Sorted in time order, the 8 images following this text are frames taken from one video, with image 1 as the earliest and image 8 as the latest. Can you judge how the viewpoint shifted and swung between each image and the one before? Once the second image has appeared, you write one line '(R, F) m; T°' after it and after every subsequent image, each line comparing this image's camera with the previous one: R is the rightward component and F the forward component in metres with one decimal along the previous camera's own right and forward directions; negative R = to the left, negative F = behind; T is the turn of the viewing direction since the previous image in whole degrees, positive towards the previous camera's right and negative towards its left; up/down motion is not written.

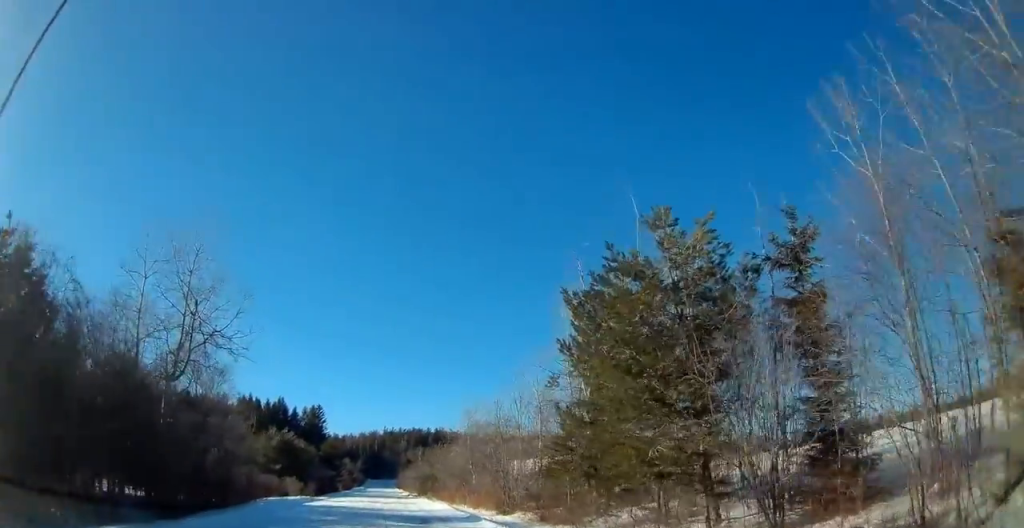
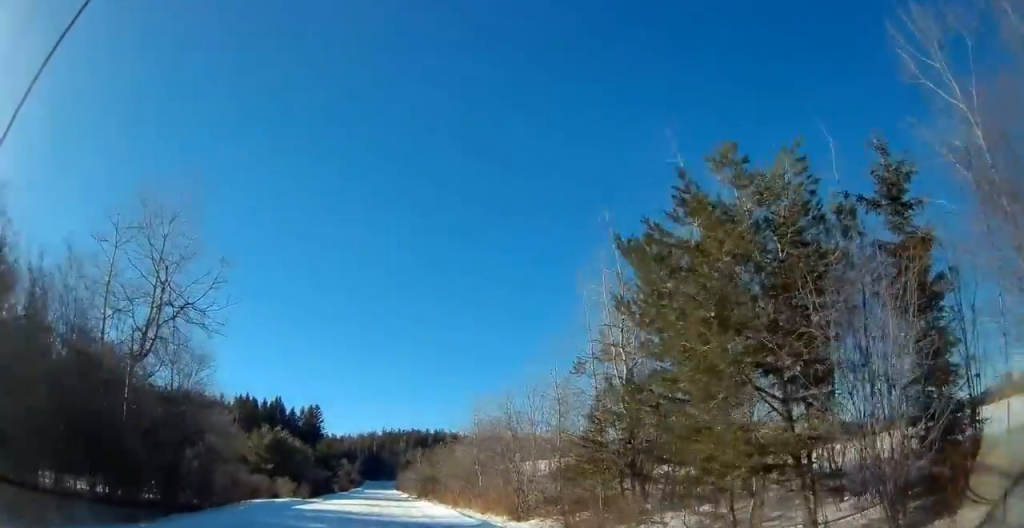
(-0.1, +3.5) m; 0°
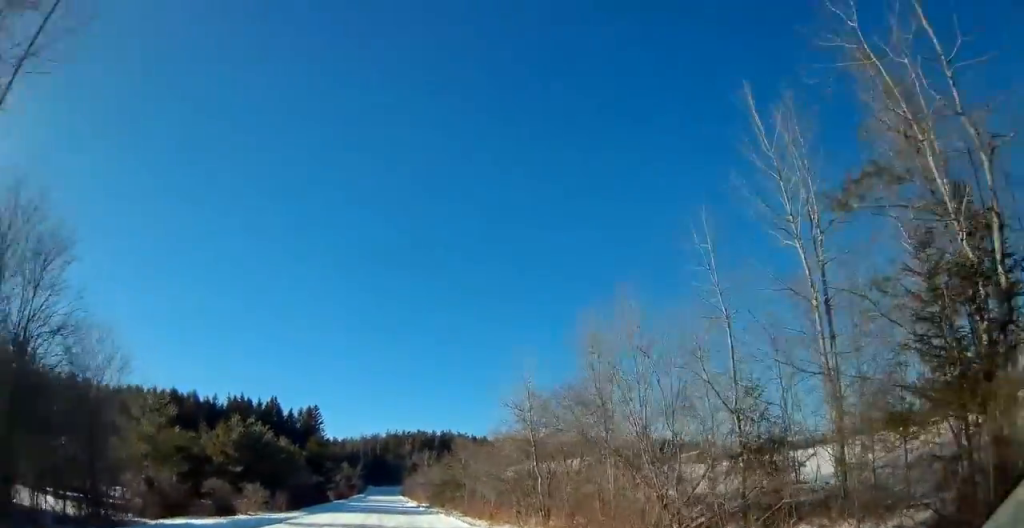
(+0.3, +14.1) m; +1°
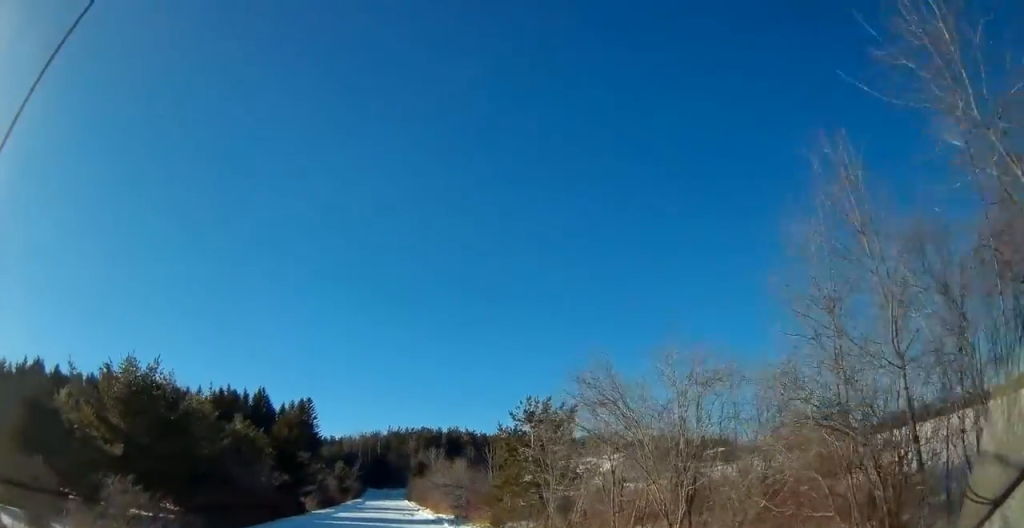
(-0.5, +22.2) m; -1°
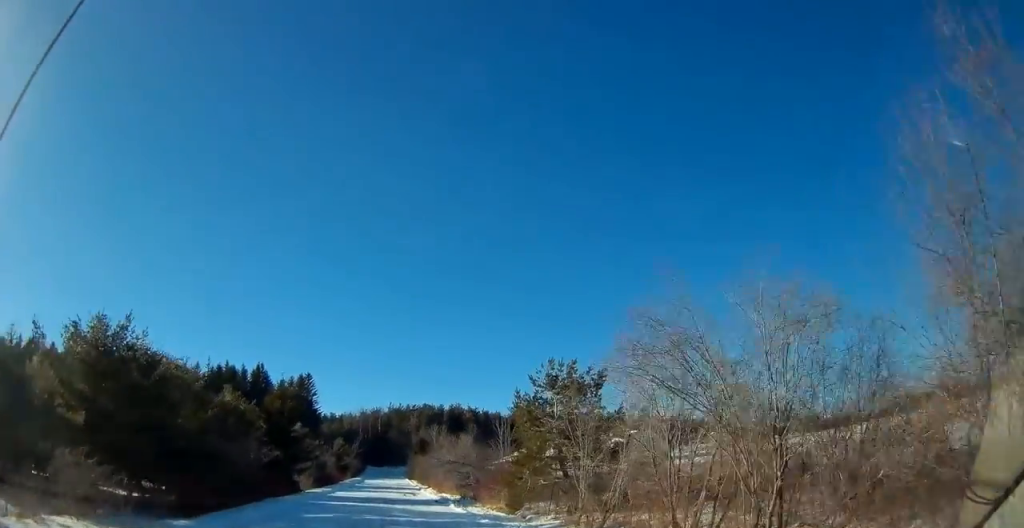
(0.0, +3.6) m; 0°
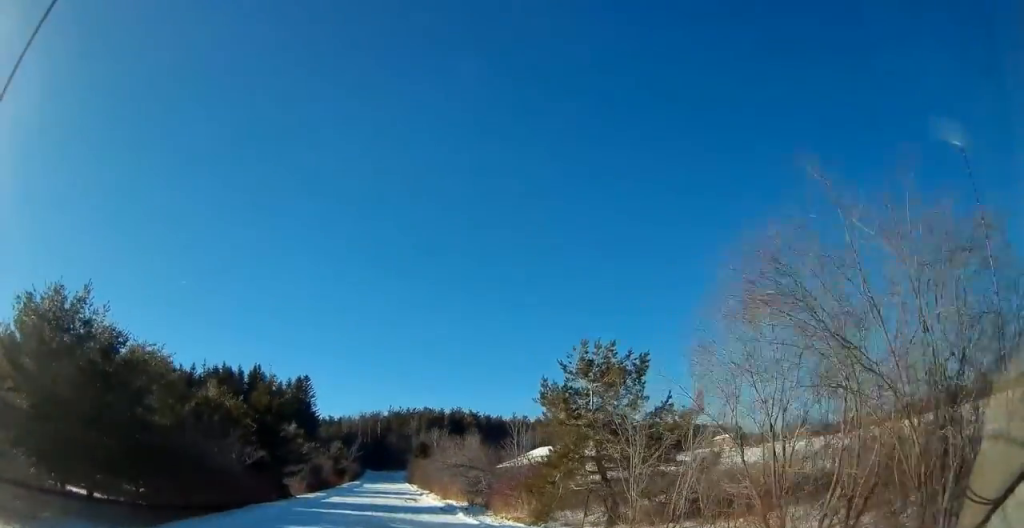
(0.0, +4.2) m; 0°
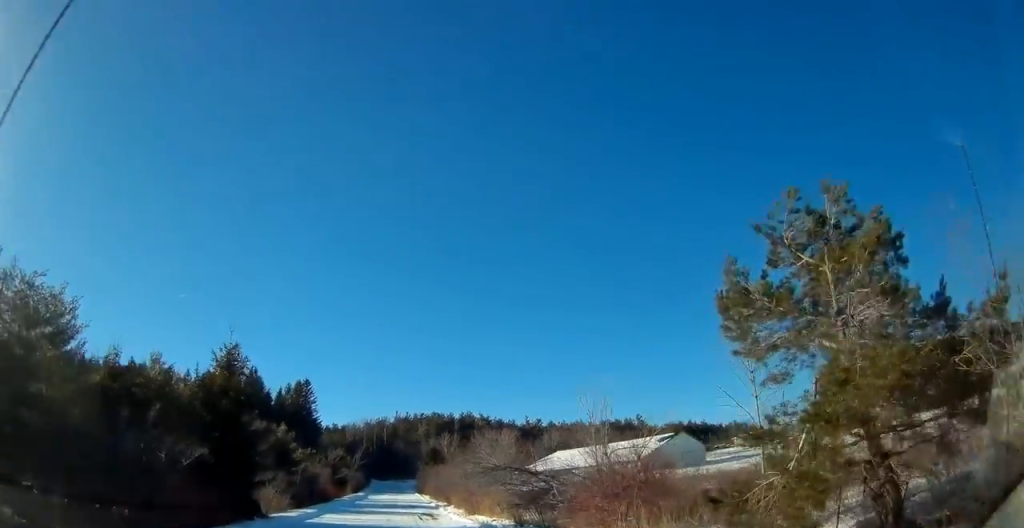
(+0.1, +11.8) m; +1°
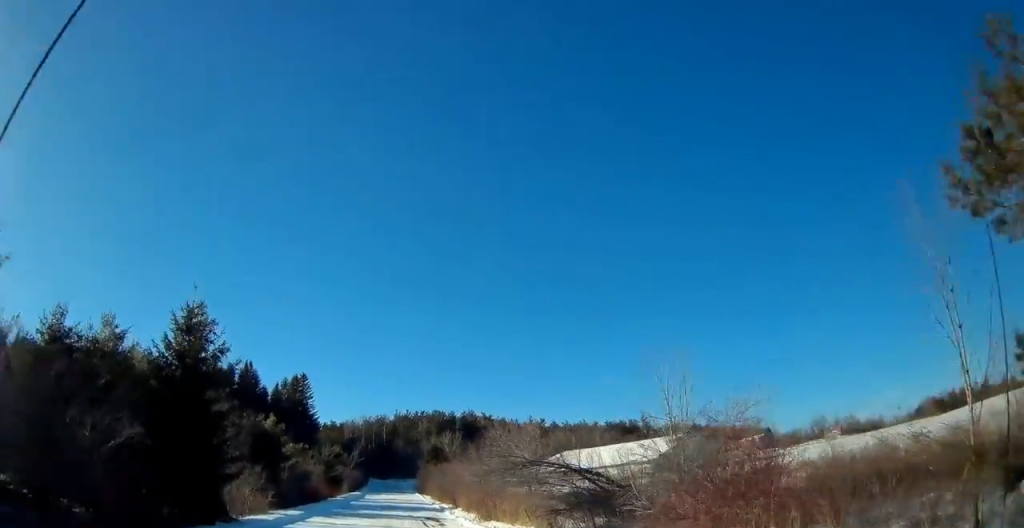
(+0.1, +6.3) m; 0°
